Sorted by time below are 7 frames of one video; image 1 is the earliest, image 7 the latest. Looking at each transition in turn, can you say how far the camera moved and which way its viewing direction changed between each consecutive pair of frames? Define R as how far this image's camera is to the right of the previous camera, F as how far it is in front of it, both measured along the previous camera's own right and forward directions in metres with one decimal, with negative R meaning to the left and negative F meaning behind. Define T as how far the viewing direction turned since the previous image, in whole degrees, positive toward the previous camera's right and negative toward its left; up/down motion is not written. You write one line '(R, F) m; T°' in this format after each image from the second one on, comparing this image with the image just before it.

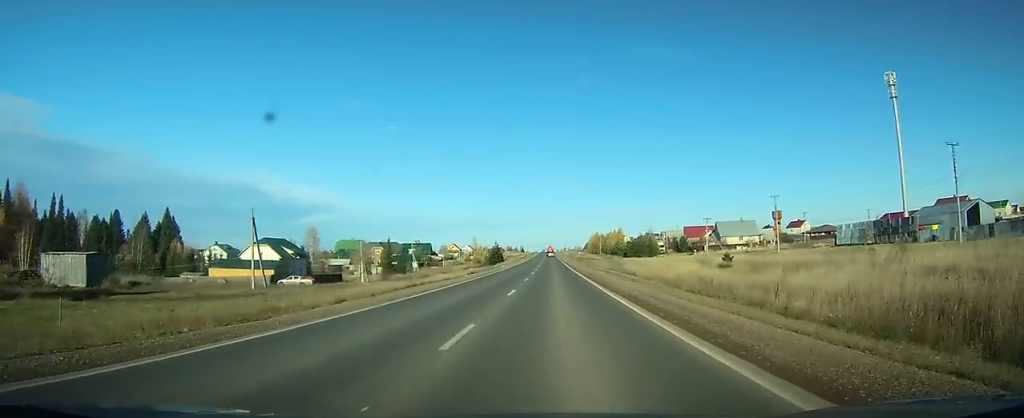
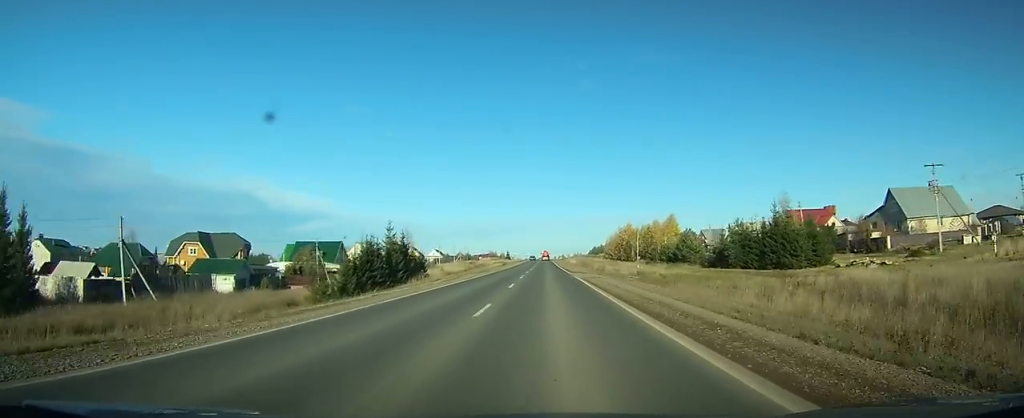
(+0.1, +102.2) m; 0°
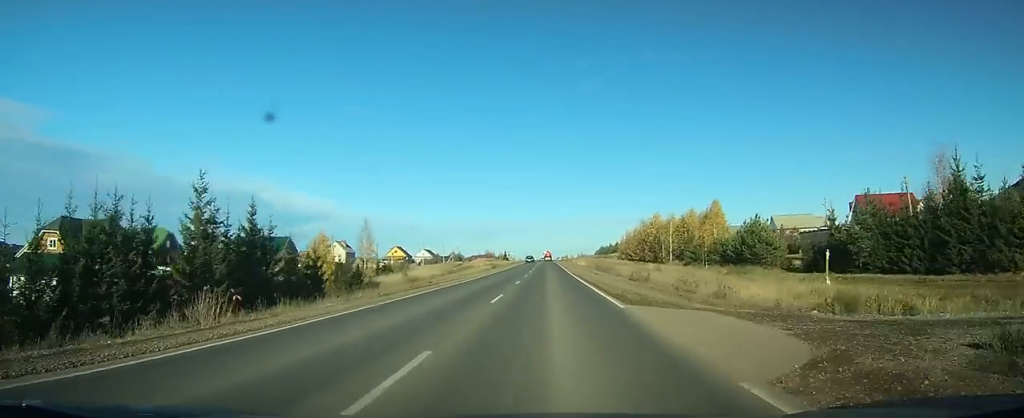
(0.0, +31.7) m; 0°
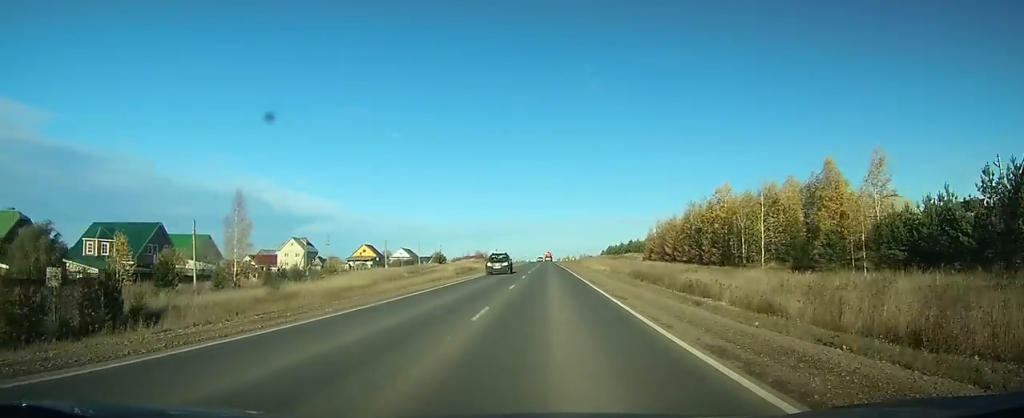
(-0.1, +40.0) m; 0°
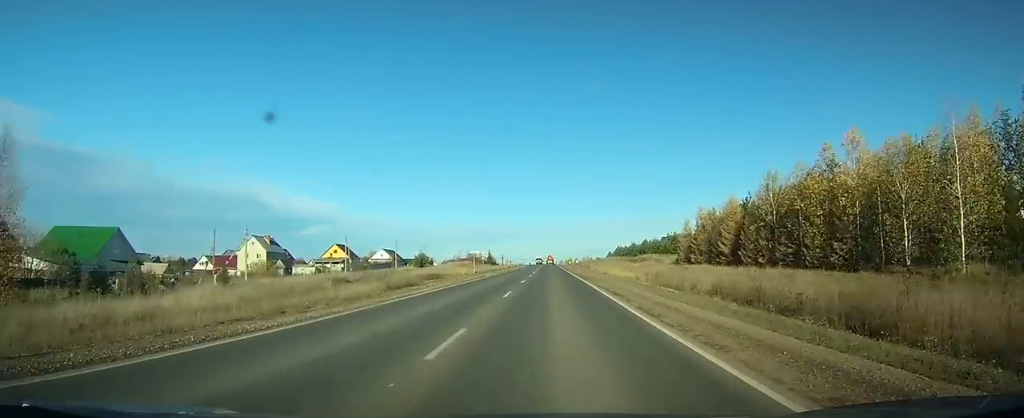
(0.0, +26.5) m; 0°
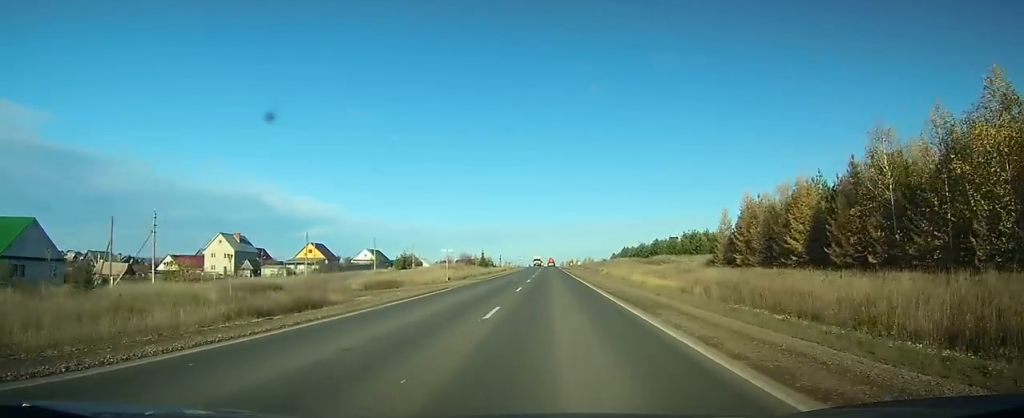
(0.0, +16.5) m; 0°
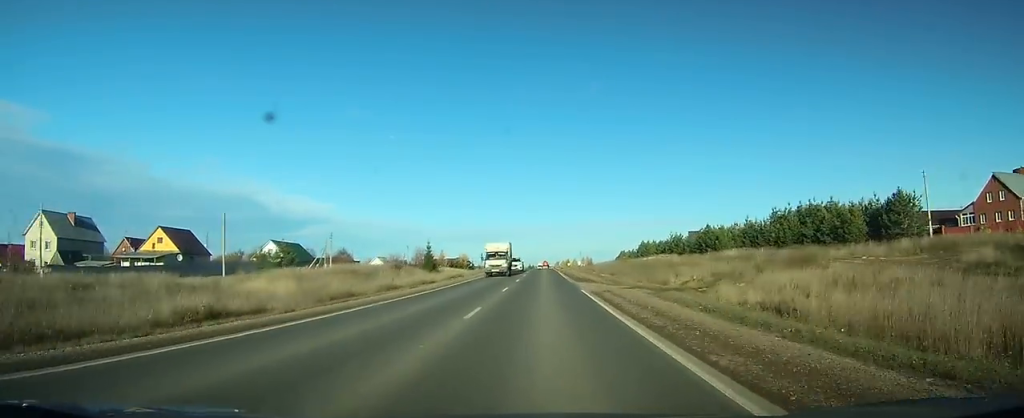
(+0.2, +54.2) m; 0°
